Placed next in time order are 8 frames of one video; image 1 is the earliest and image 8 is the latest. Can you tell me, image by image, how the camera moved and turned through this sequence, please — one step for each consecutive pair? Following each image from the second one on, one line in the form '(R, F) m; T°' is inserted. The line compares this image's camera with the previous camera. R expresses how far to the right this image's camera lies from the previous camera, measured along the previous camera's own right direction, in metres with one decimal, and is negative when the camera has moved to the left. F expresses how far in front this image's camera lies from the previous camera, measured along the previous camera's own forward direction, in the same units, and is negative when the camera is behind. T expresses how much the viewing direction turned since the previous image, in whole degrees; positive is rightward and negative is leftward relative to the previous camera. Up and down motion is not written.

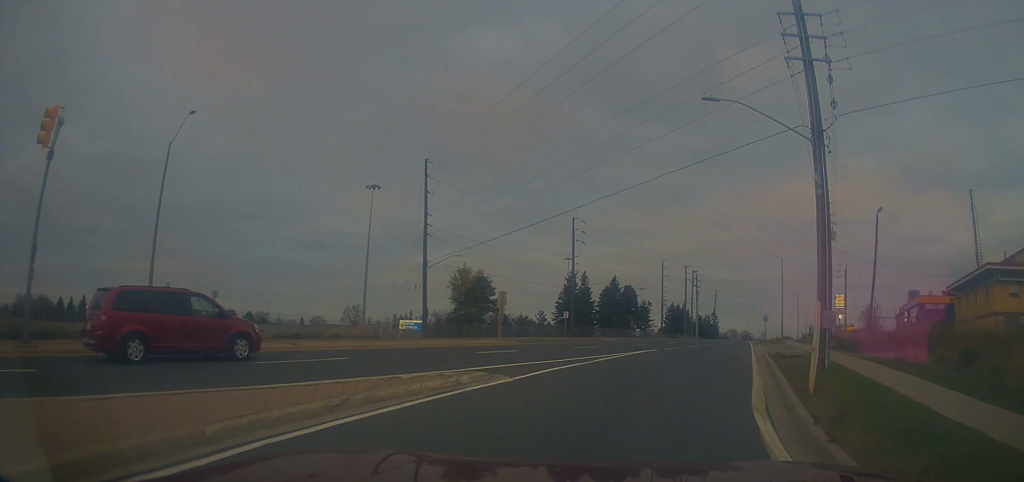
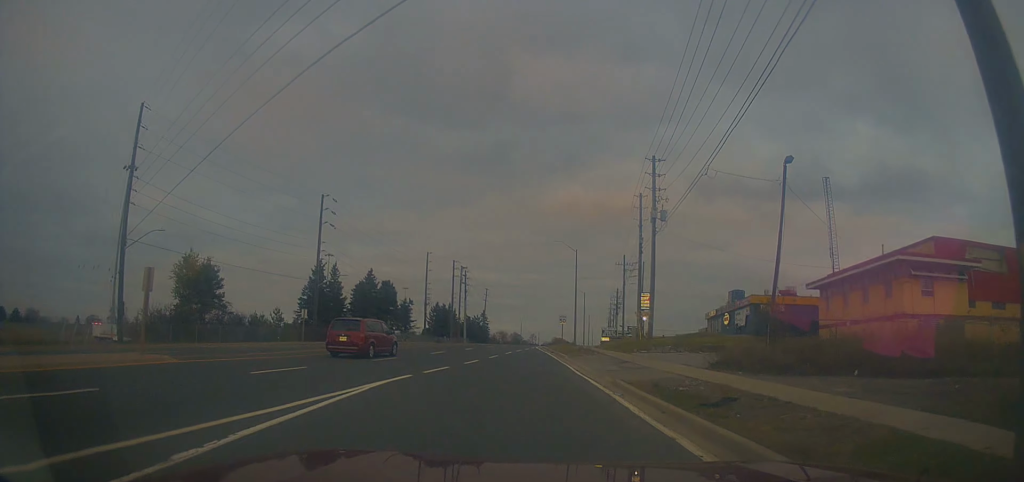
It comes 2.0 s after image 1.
(+3.0, +13.3) m; +17°
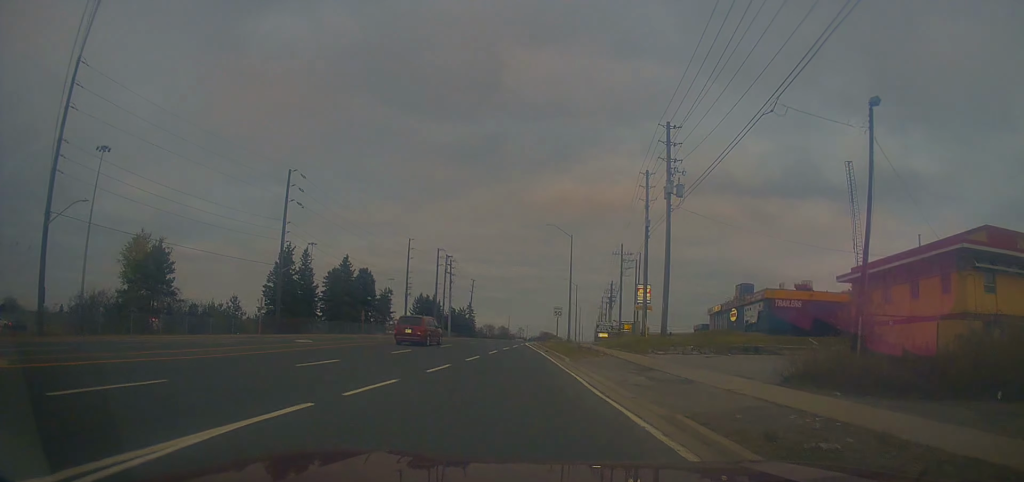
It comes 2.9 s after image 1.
(-0.1, +7.2) m; -2°
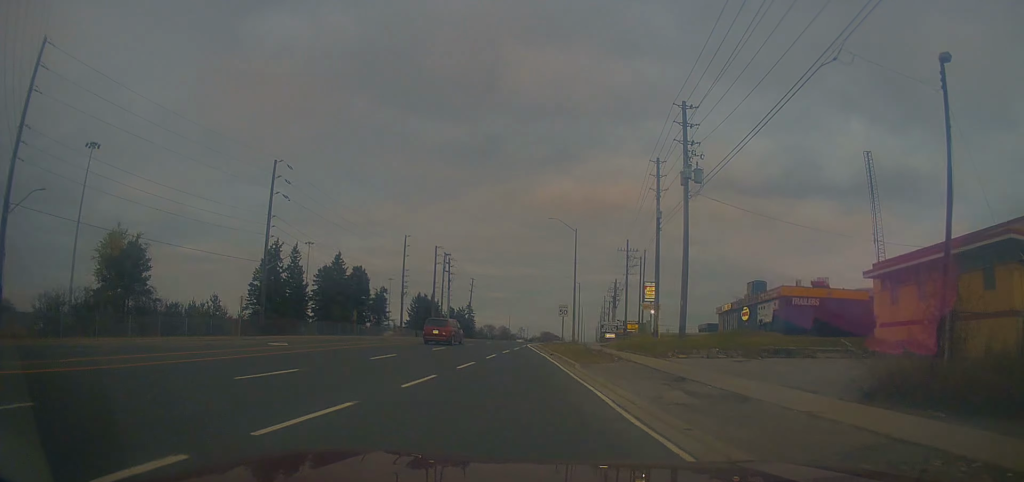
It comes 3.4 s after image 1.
(-0.1, +3.8) m; -1°
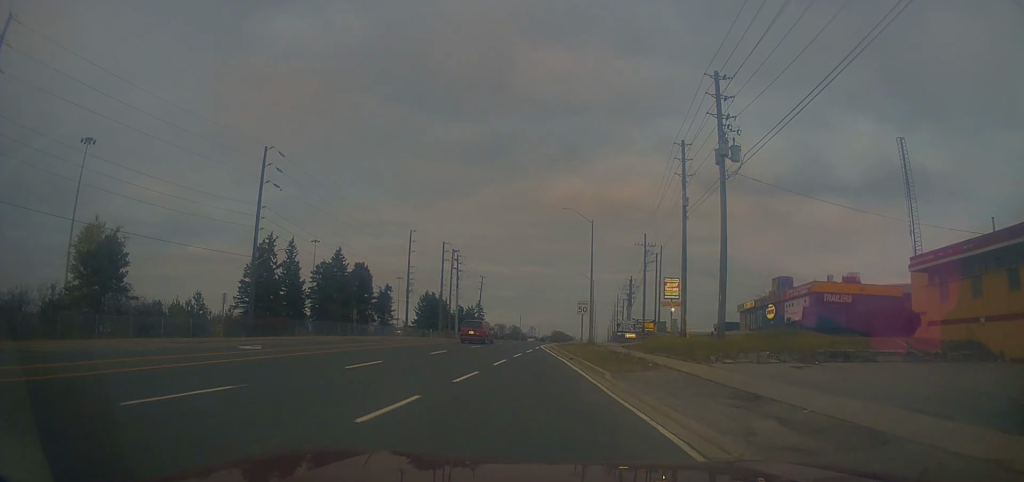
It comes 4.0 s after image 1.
(0.0, +4.5) m; +2°
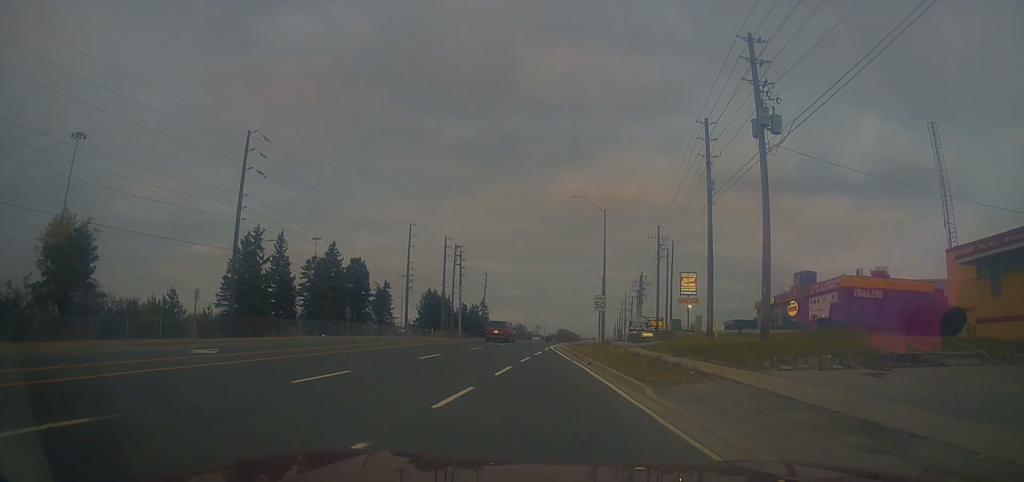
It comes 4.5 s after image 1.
(0.0, +4.4) m; +2°
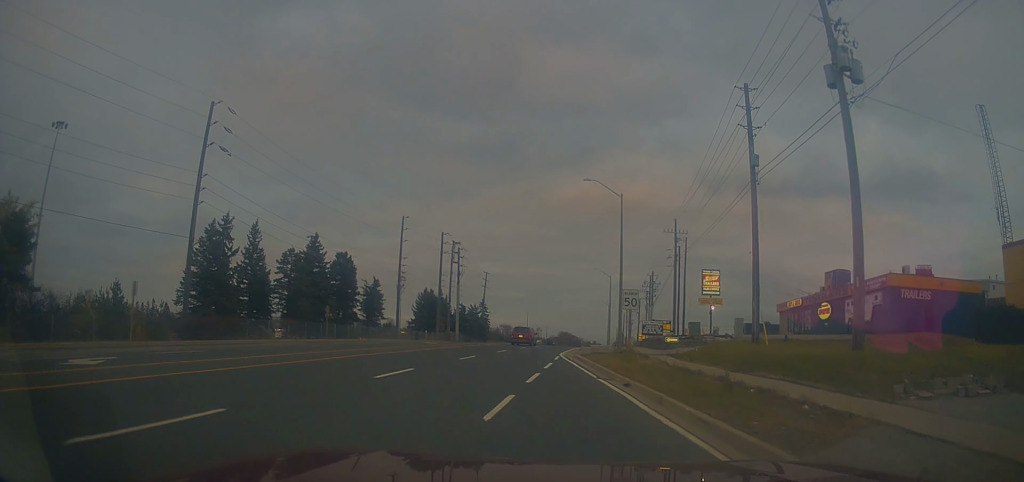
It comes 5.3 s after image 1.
(+0.2, +6.8) m; +2°
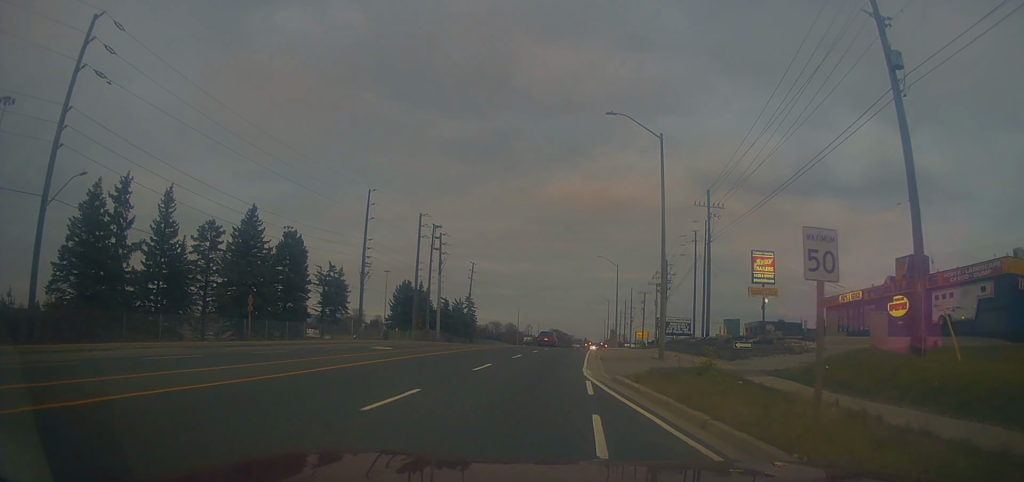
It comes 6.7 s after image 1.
(-0.3, +13.9) m; -4°
